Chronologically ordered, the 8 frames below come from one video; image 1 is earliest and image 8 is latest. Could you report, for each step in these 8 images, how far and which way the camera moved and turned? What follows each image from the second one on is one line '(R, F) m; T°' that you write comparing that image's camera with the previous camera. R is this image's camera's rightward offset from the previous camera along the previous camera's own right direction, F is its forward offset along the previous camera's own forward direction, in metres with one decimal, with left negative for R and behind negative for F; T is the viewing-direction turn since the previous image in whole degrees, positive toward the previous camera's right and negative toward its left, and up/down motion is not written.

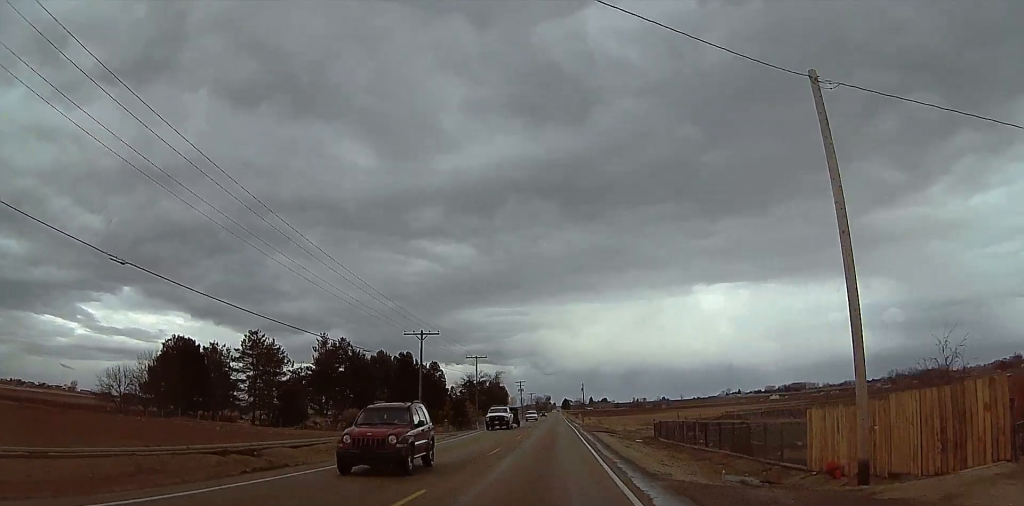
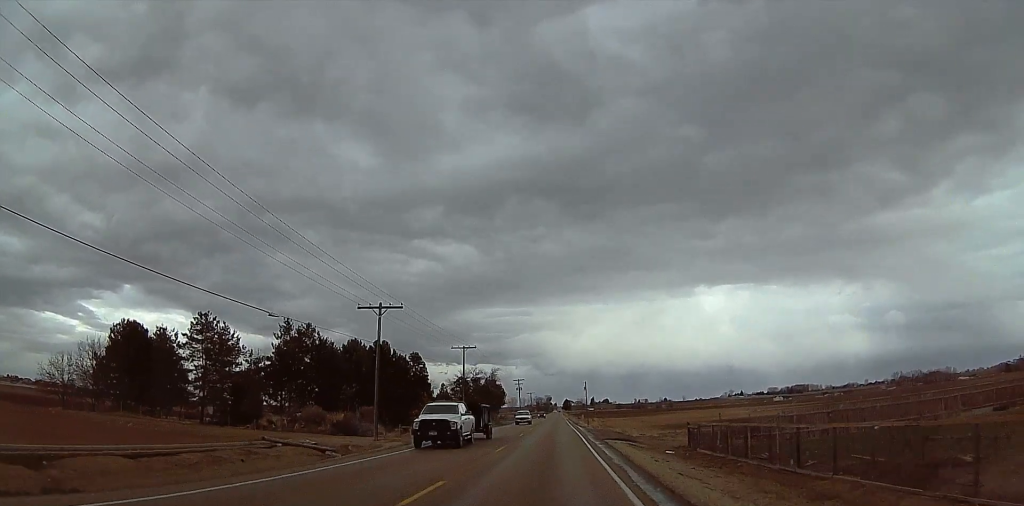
(+0.3, +13.5) m; -2°
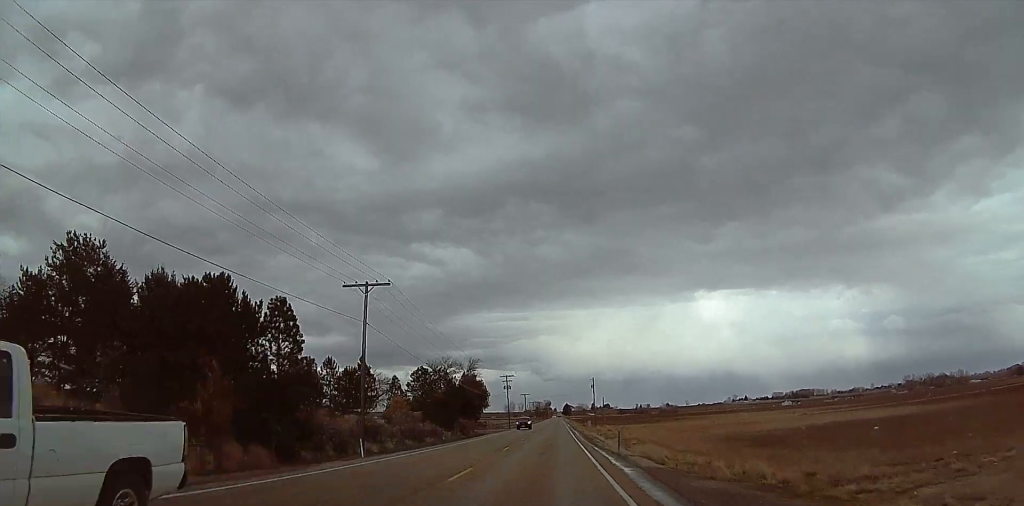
(-0.6, +40.8) m; +2°
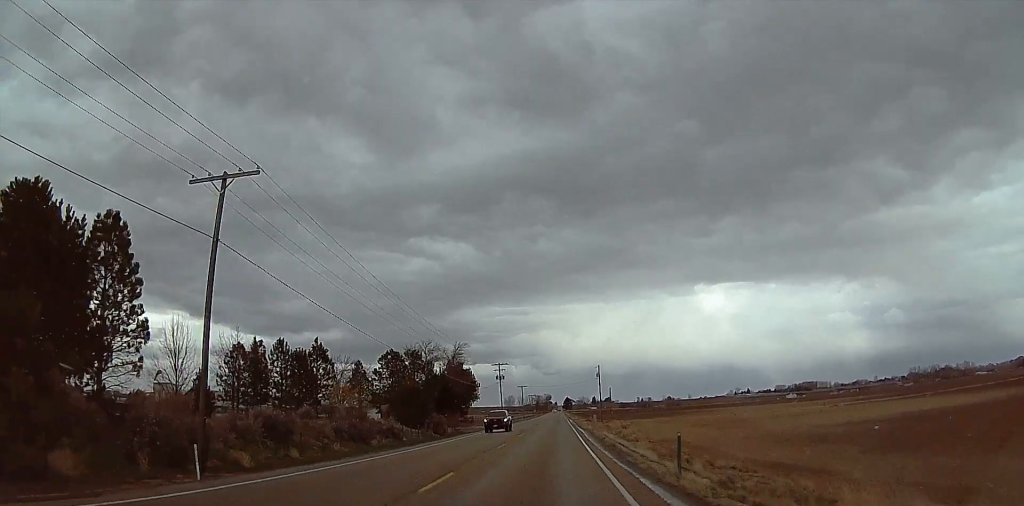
(+0.4, +18.4) m; +1°
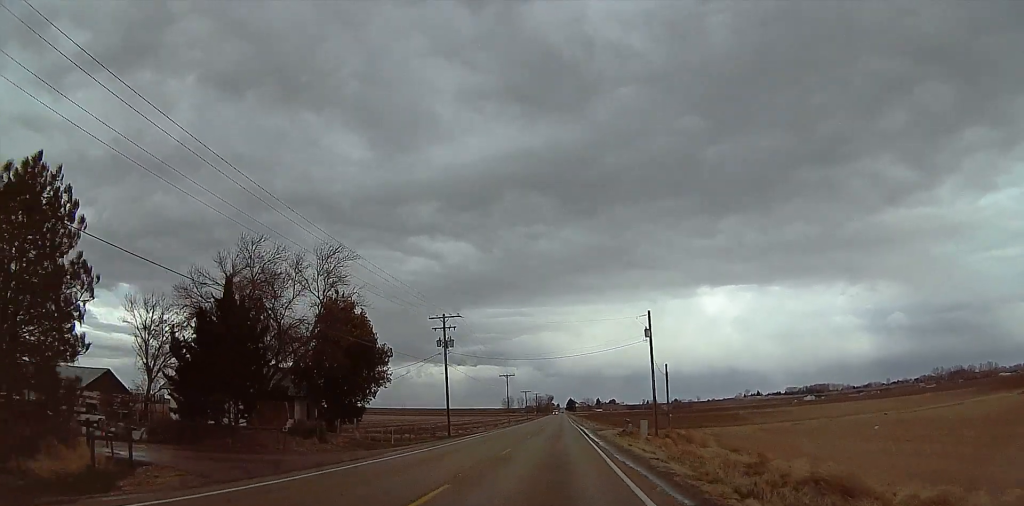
(0.0, +63.3) m; 0°
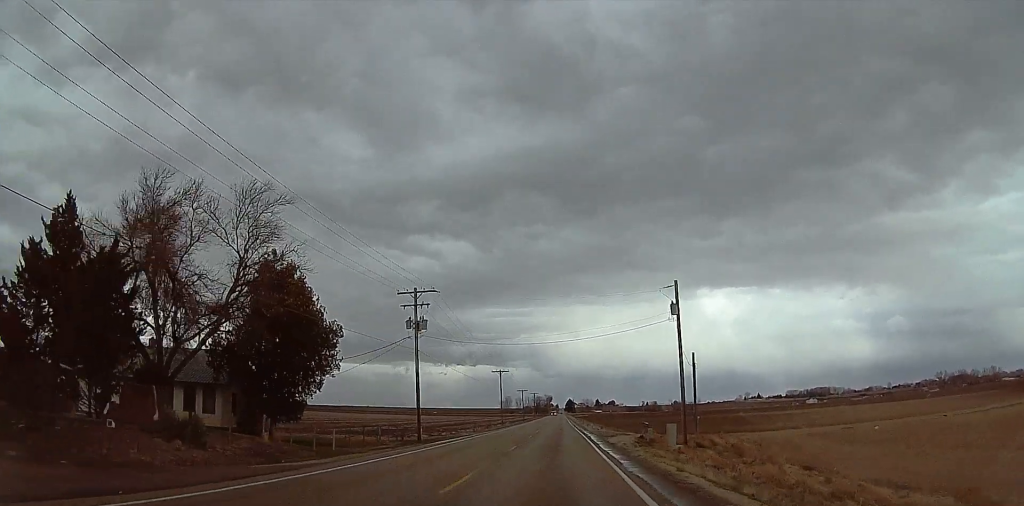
(0.0, +12.9) m; -2°
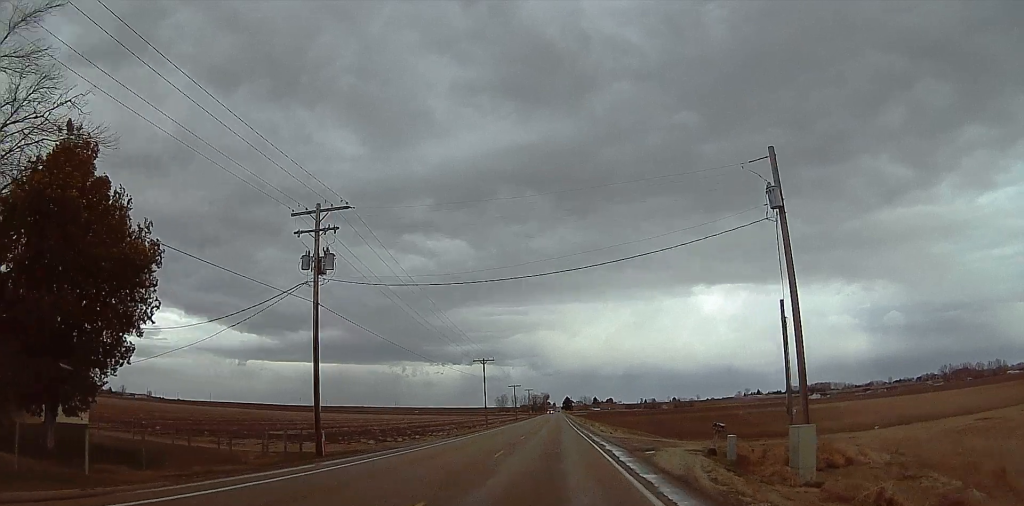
(-0.5, +20.8) m; -2°
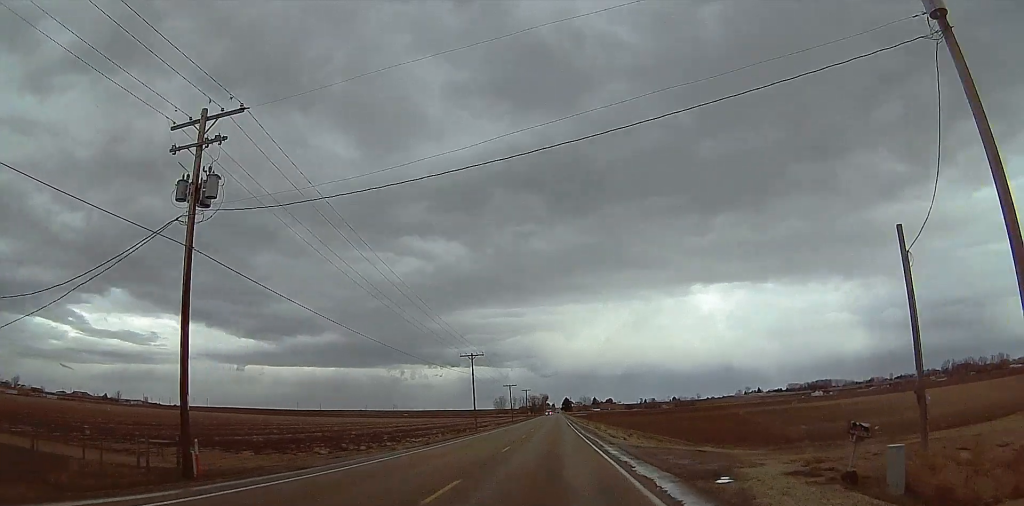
(-0.7, +11.1) m; 0°
